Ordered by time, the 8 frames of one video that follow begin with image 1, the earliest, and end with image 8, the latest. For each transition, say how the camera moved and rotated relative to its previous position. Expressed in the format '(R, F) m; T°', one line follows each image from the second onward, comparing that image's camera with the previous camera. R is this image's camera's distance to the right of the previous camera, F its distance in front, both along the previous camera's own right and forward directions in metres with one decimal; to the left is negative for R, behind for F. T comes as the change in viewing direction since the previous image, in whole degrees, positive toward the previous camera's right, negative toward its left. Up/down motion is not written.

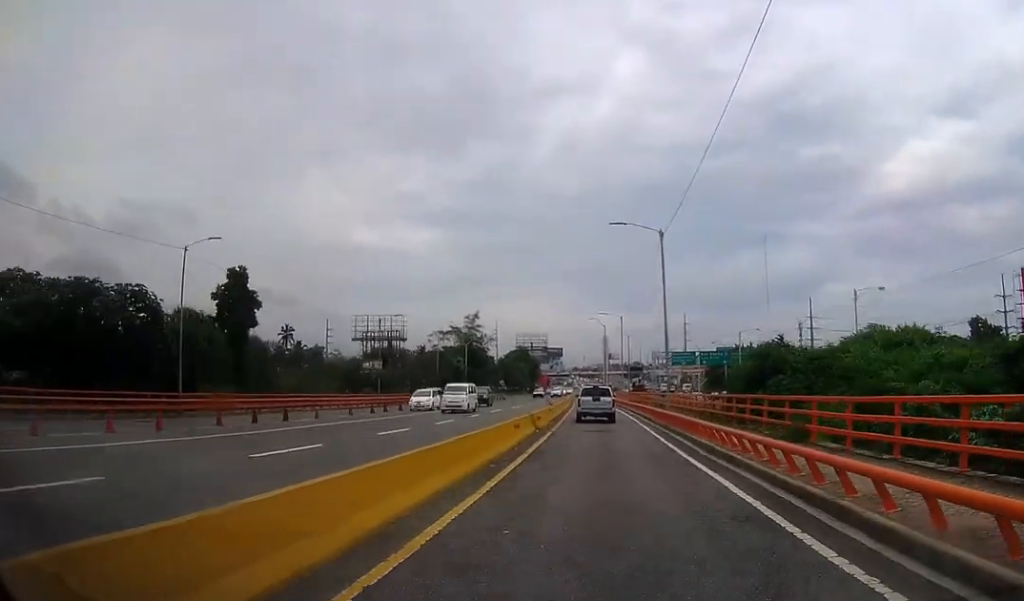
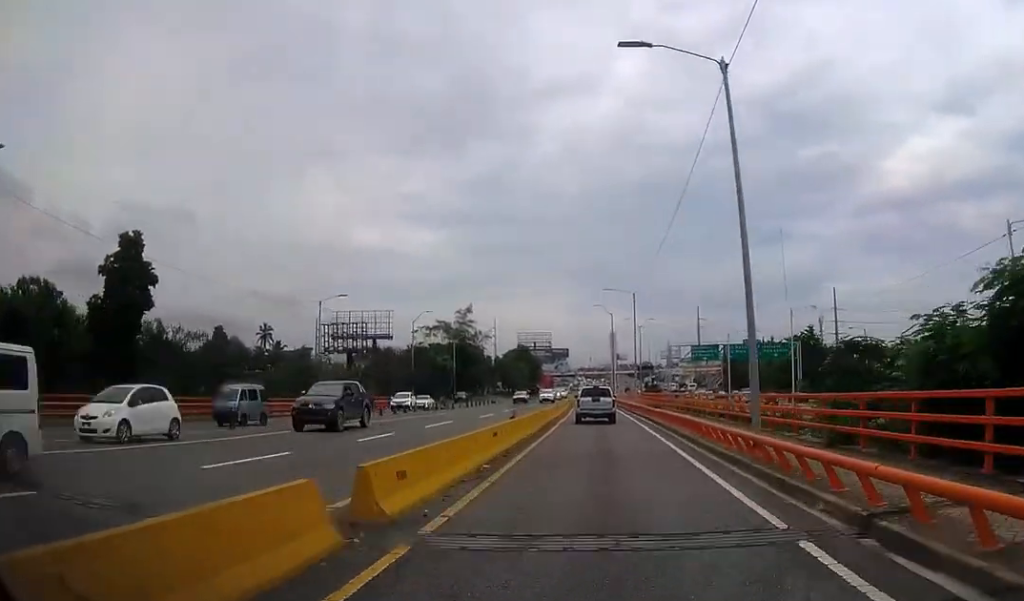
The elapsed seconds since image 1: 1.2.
(0.0, +18.4) m; 0°
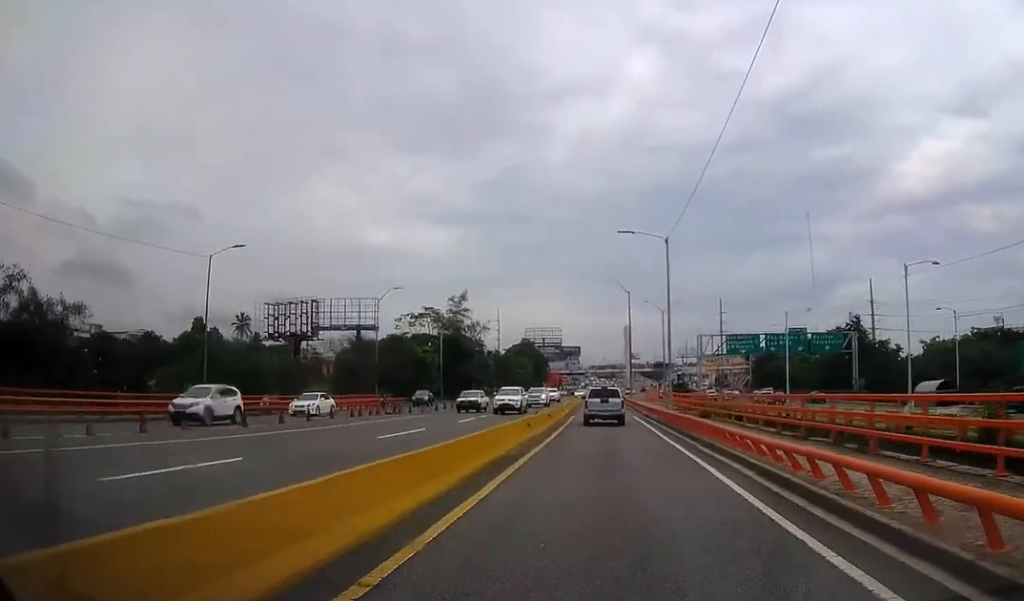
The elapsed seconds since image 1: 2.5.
(+0.2, +20.0) m; 0°
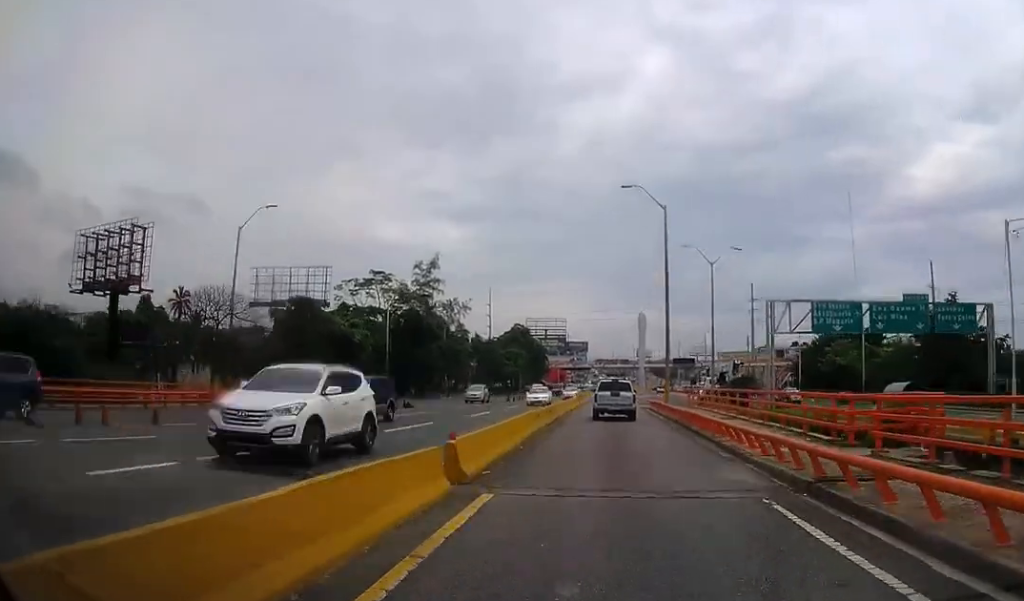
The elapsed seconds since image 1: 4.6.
(-0.5, +31.8) m; -1°
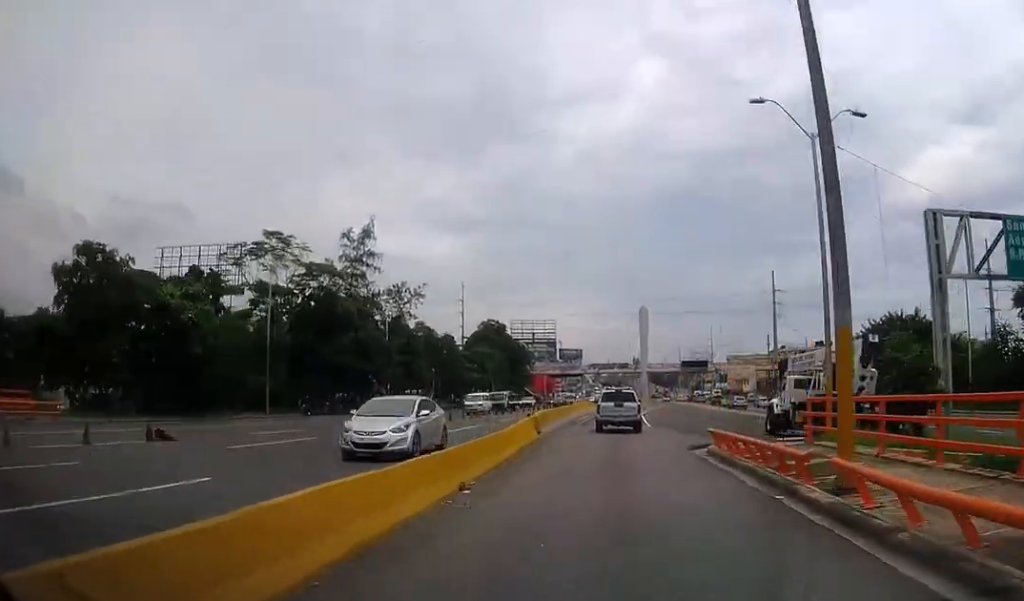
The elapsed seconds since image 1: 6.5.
(0.0, +28.6) m; 0°
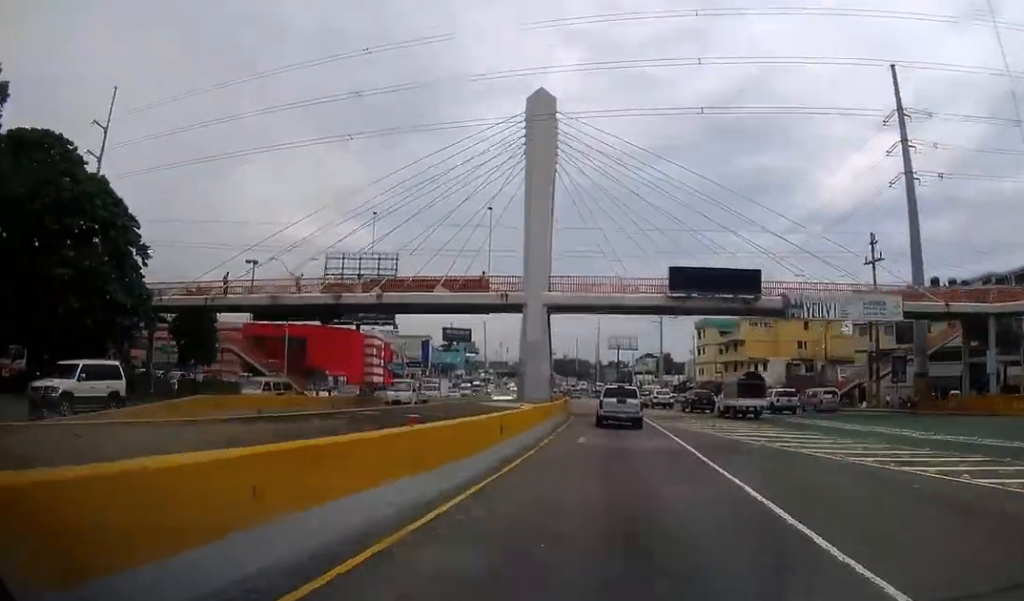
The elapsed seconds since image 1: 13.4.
(+5.1, +99.7) m; +6°
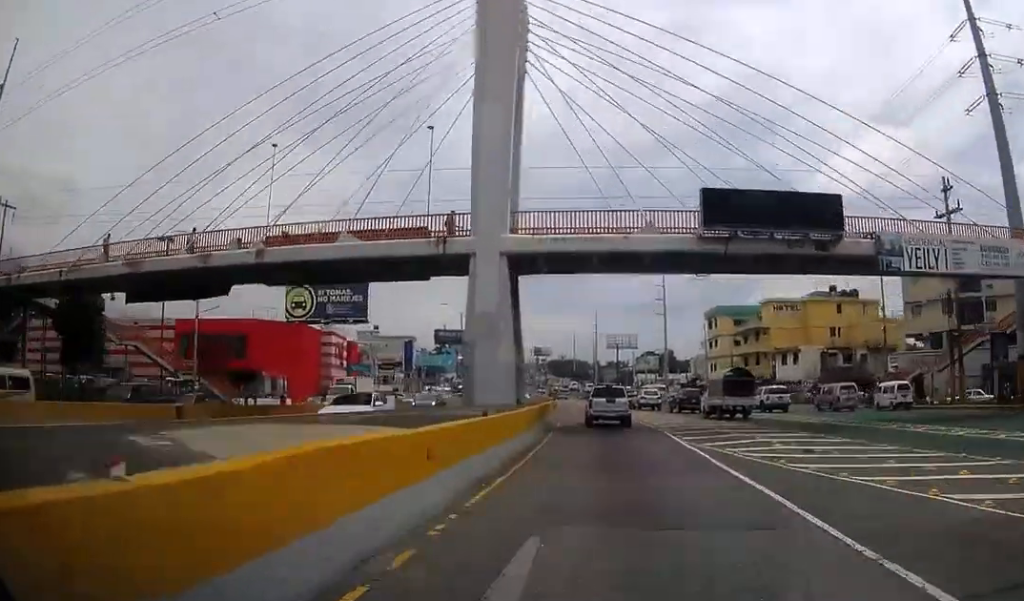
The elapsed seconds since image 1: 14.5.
(0.0, +15.6) m; 0°
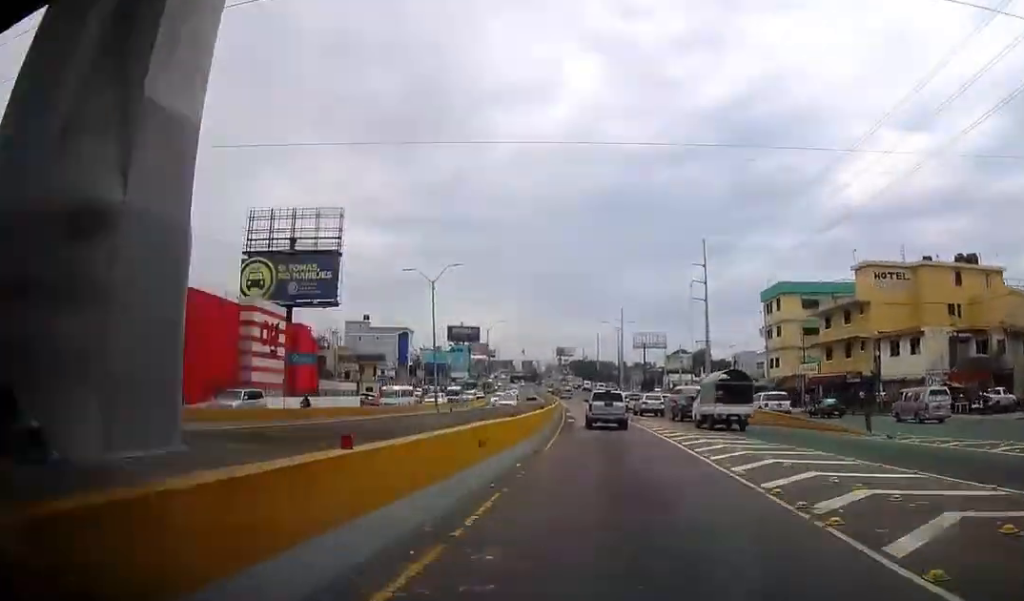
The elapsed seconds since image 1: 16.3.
(0.0, +26.1) m; -1°
